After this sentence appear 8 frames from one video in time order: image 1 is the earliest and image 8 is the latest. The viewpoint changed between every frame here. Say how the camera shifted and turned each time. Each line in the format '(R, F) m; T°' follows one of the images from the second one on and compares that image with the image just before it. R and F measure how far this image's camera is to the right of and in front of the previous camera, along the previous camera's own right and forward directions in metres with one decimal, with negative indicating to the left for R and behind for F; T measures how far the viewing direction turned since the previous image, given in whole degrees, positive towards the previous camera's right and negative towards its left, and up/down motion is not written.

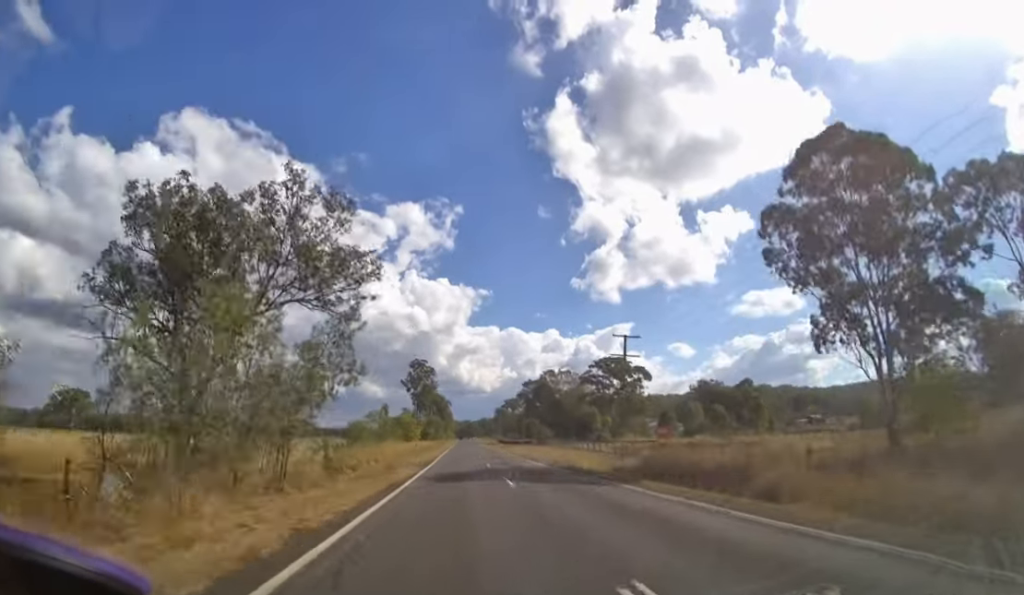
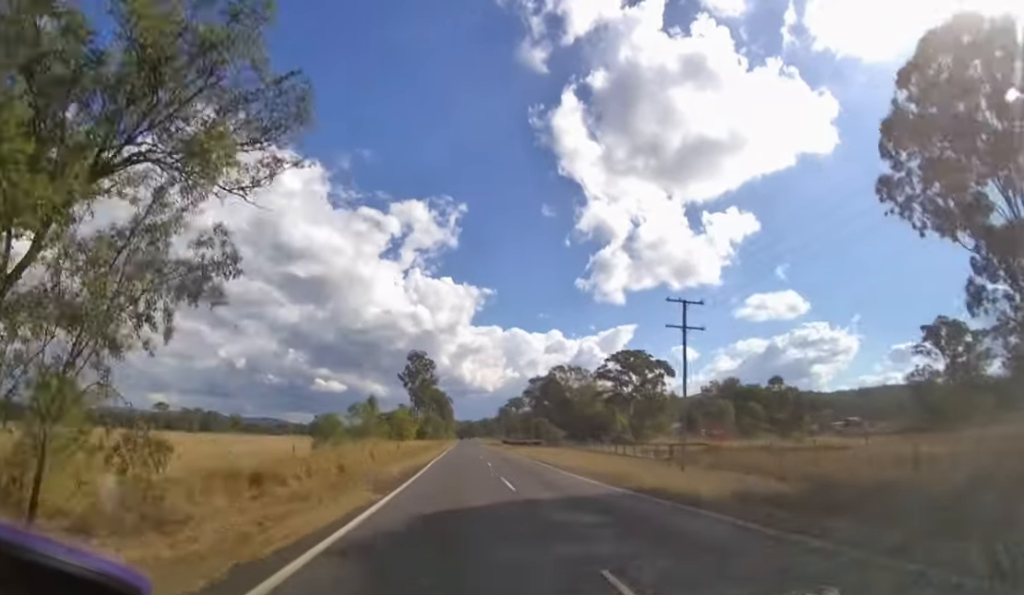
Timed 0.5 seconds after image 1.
(0.0, +13.8) m; 0°
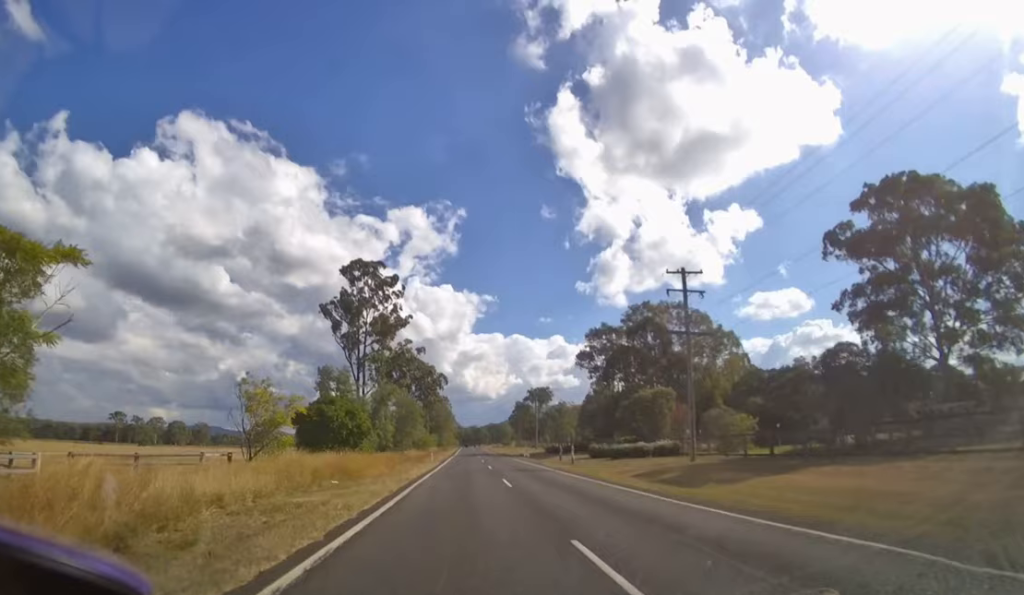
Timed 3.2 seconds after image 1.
(-0.3, +72.7) m; 0°
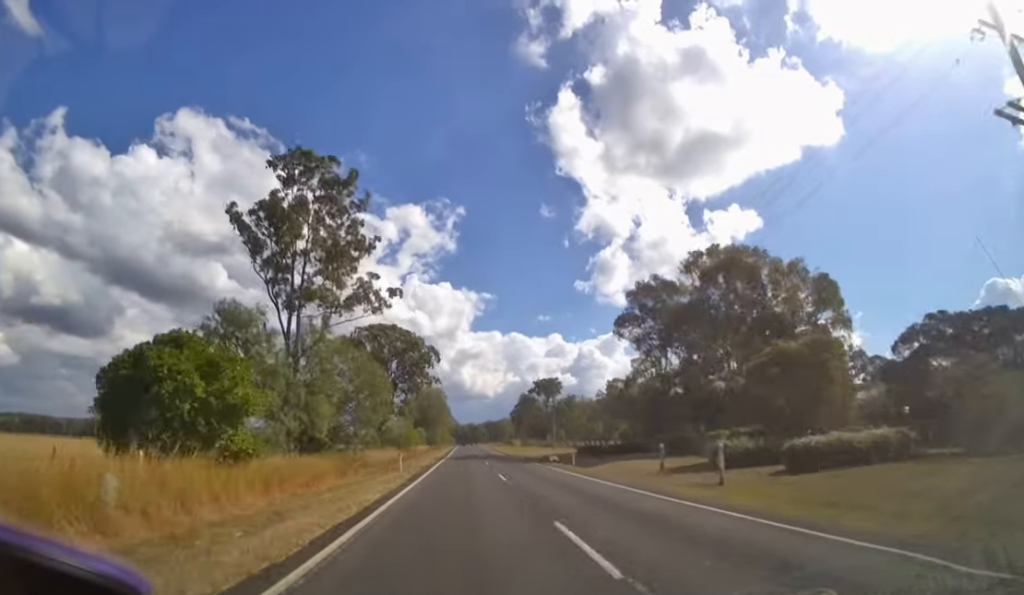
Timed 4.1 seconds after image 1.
(0.0, +21.3) m; 0°
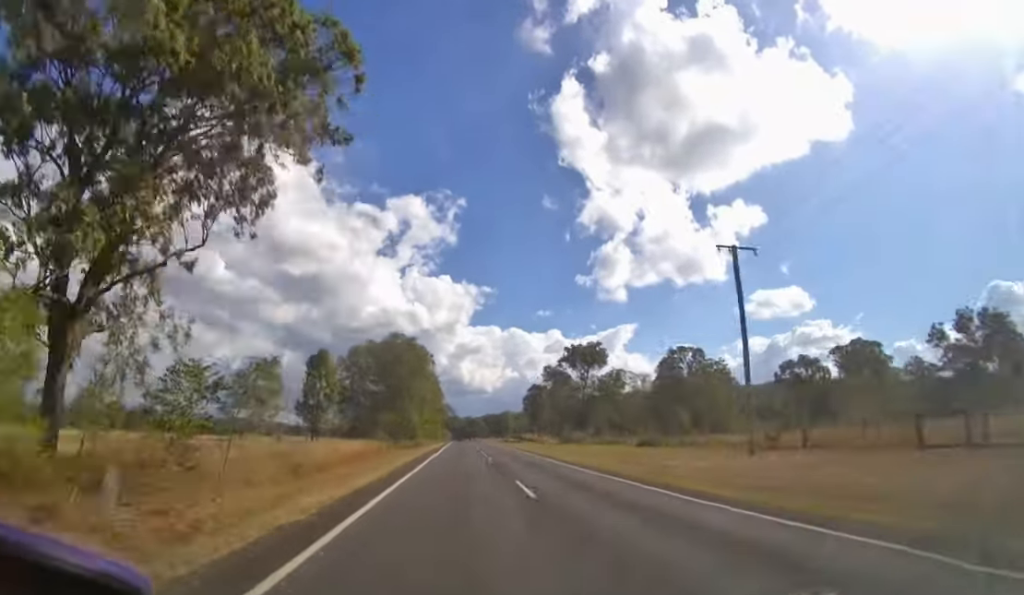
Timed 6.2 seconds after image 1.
(+0.1, +47.5) m; 0°
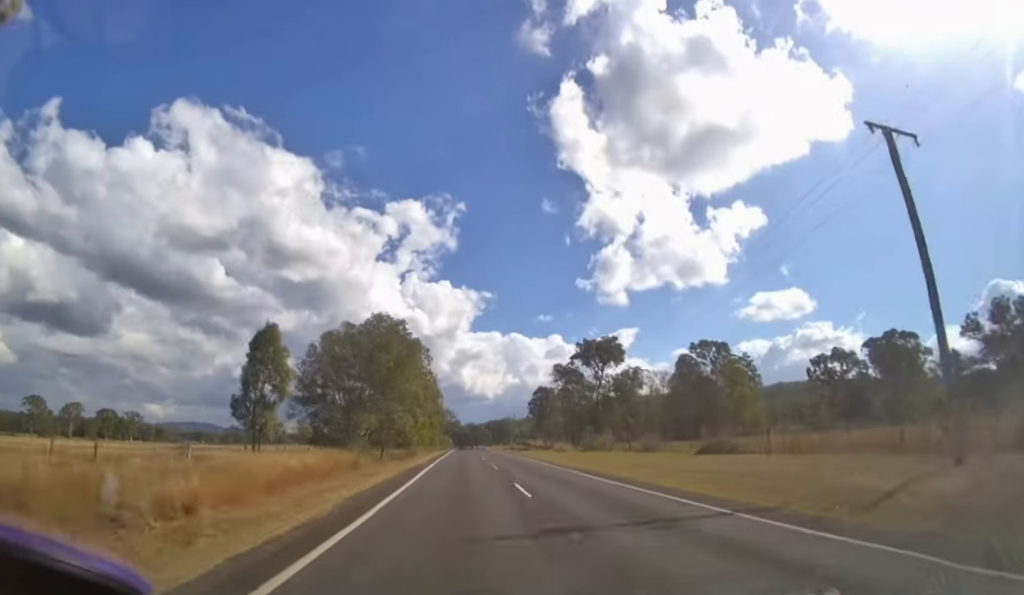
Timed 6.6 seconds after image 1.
(0.0, +10.6) m; 0°
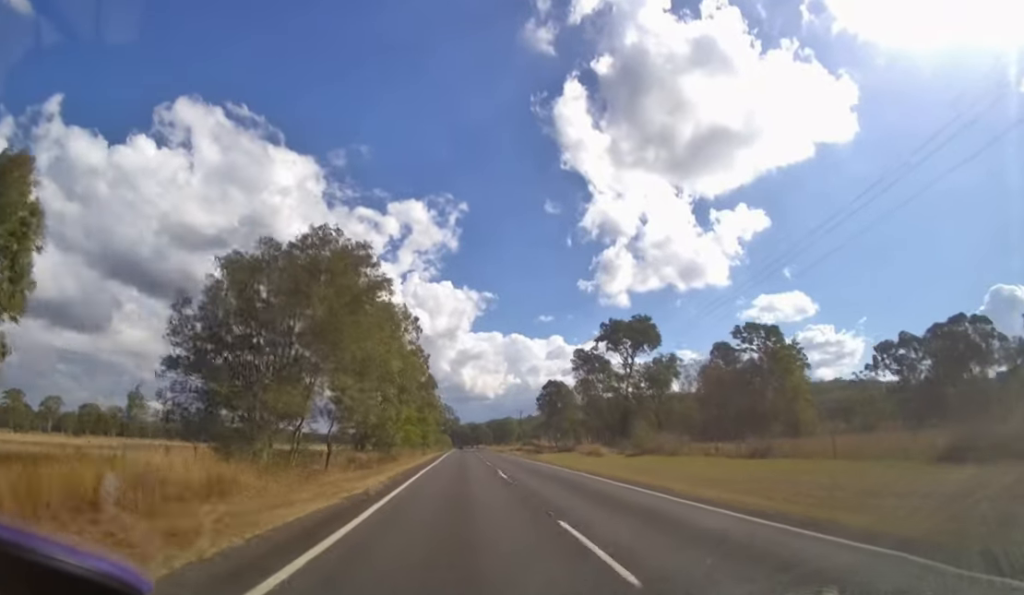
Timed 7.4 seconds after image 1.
(0.0, +19.2) m; 0°
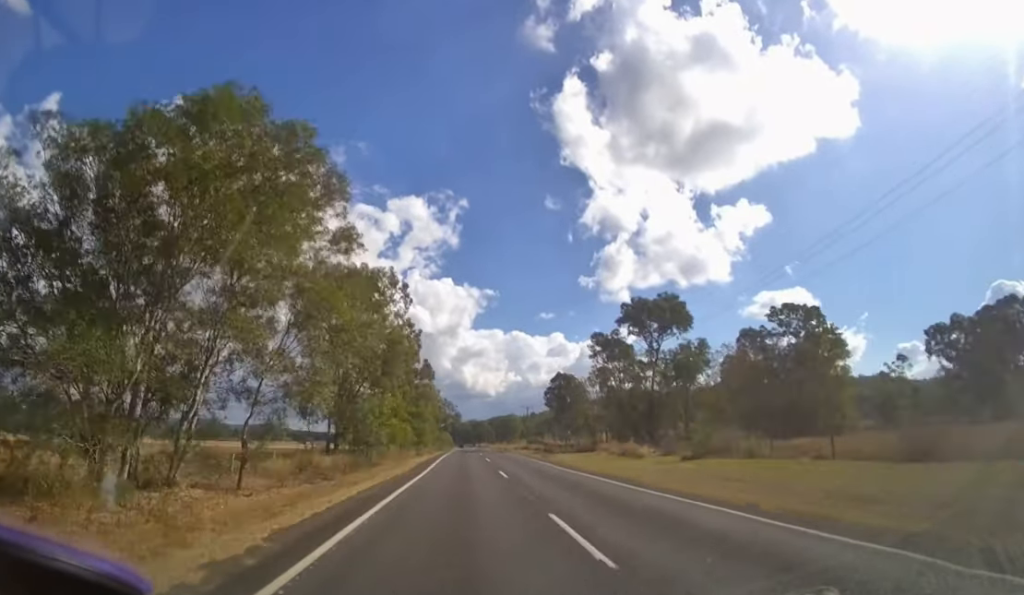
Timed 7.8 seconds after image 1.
(0.0, +11.5) m; 0°
